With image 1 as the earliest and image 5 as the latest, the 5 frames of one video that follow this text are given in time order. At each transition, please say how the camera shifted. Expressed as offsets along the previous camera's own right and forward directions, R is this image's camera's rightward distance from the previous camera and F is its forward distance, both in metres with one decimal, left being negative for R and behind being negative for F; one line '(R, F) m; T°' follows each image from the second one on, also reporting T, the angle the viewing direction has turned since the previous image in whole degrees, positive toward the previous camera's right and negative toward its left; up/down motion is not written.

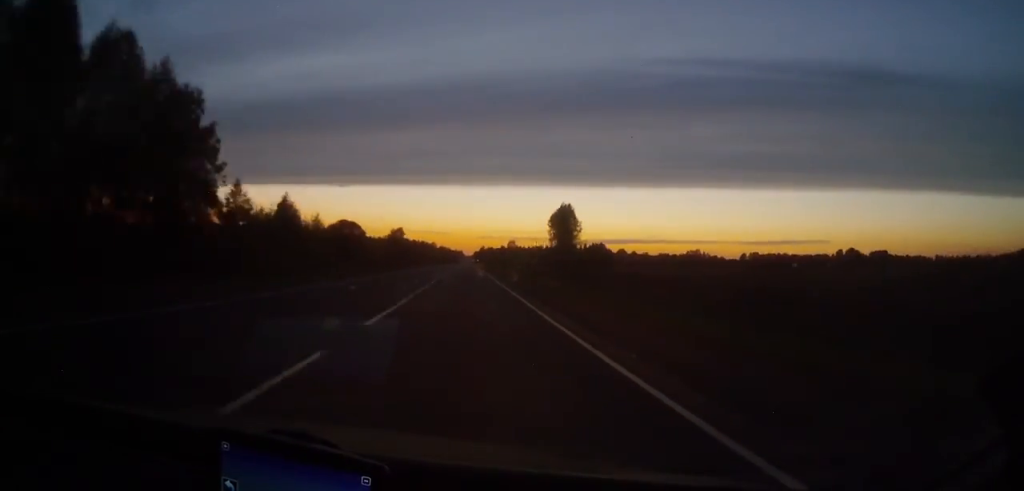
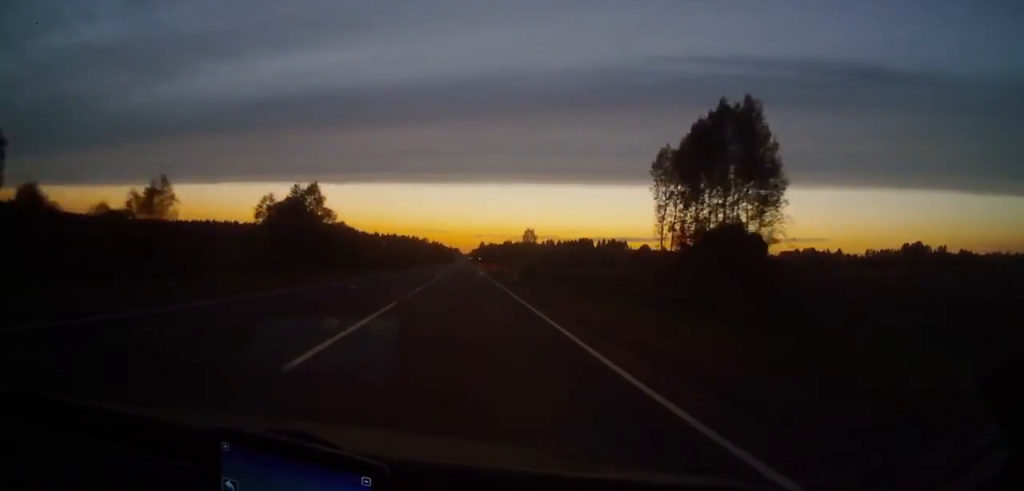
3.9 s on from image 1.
(-0.4, +123.7) m; 0°
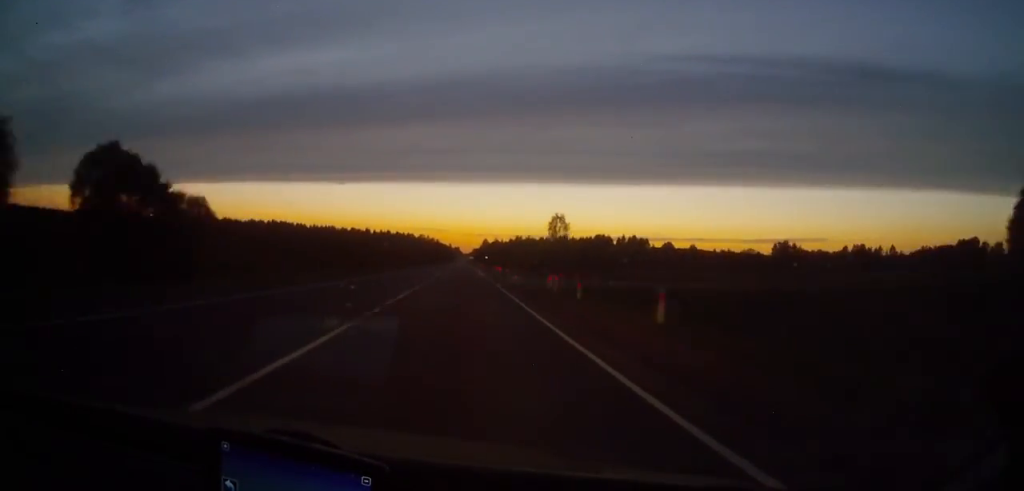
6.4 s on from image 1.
(+0.3, +72.5) m; 0°
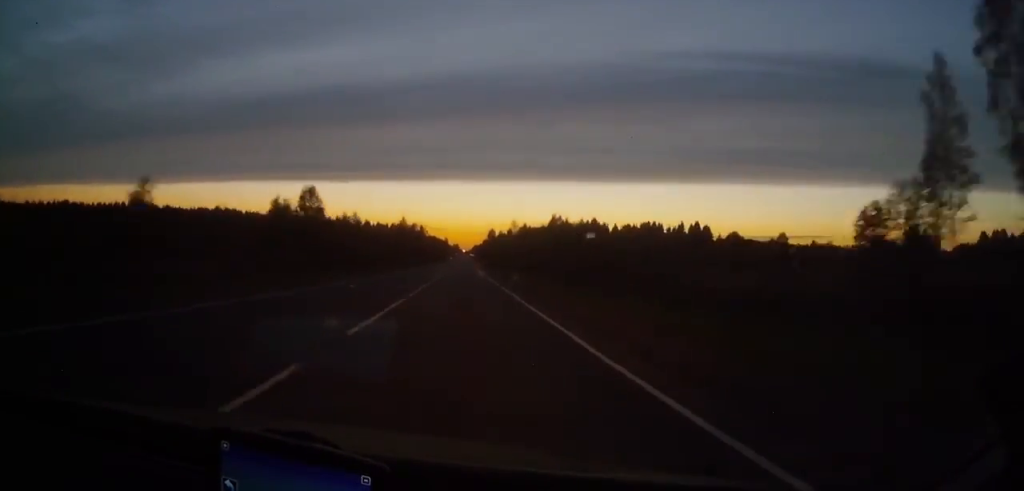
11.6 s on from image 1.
(+0.1, +146.5) m; 0°
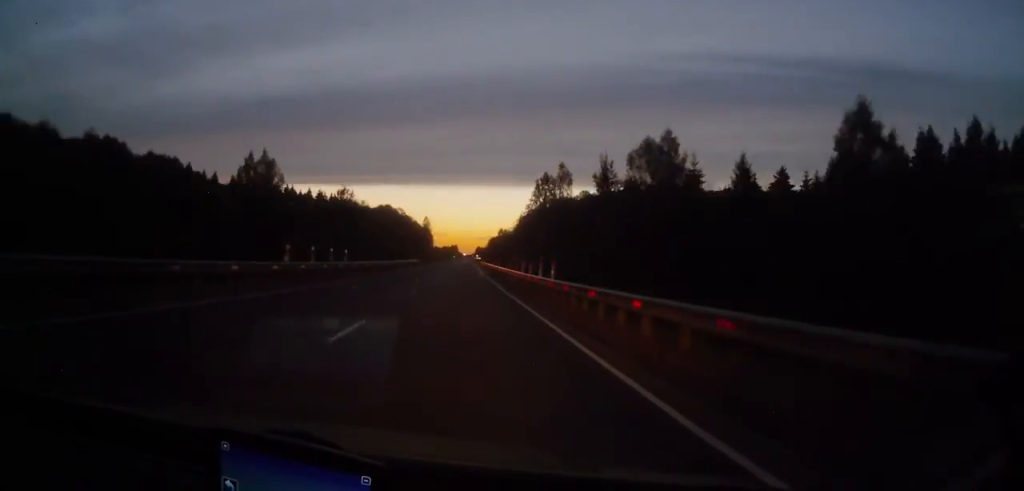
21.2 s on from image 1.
(-0.2, +274.6) m; 0°
